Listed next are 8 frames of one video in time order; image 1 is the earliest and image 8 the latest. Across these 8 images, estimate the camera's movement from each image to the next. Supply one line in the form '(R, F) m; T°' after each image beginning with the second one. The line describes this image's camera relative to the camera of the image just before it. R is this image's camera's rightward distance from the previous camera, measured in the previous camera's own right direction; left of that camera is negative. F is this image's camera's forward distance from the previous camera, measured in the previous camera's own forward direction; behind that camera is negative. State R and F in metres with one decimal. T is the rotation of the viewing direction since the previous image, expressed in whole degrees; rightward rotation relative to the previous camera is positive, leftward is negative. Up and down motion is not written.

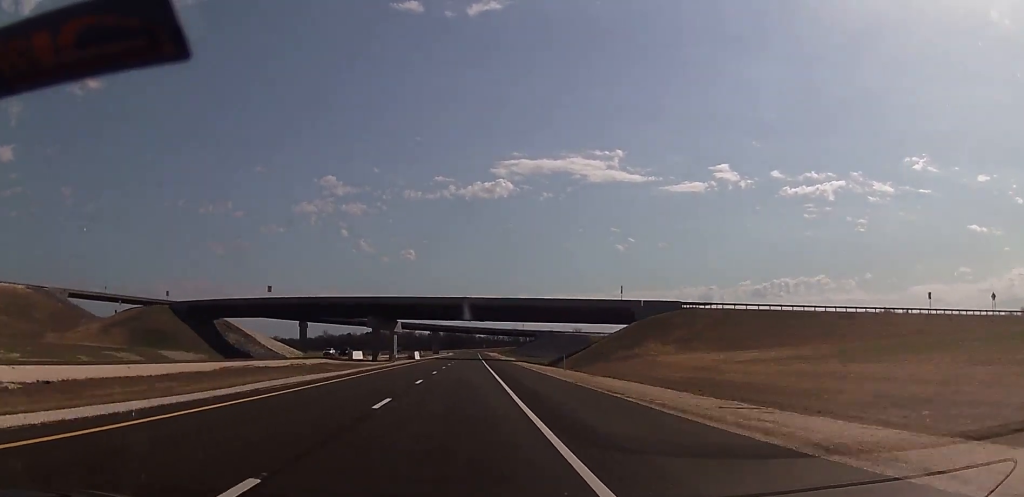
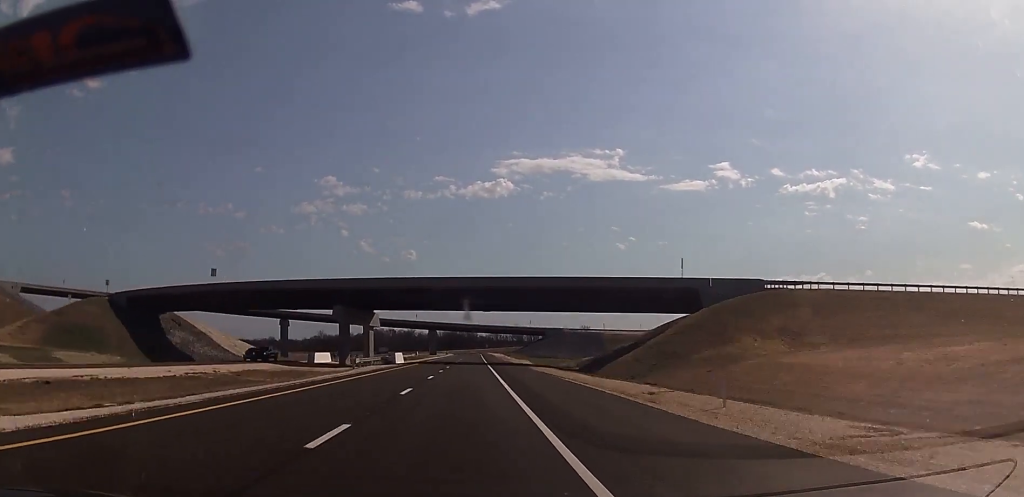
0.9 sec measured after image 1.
(-0.2, +30.6) m; 0°
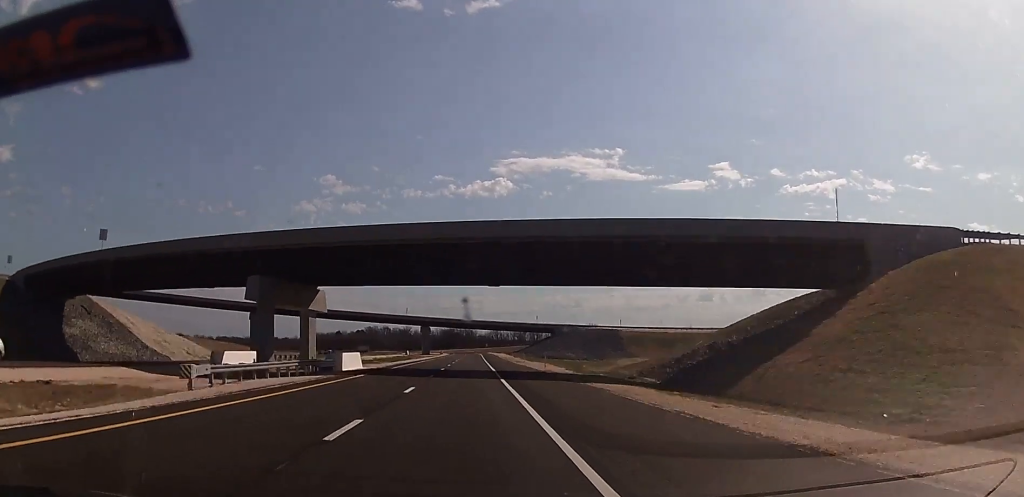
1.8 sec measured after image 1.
(+0.2, +34.3) m; 0°
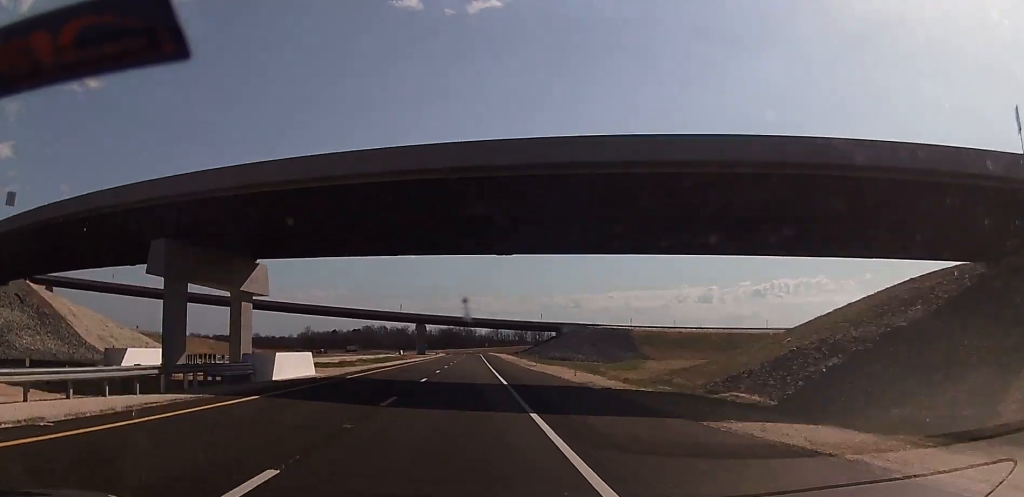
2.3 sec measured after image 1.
(+0.2, +17.8) m; 0°
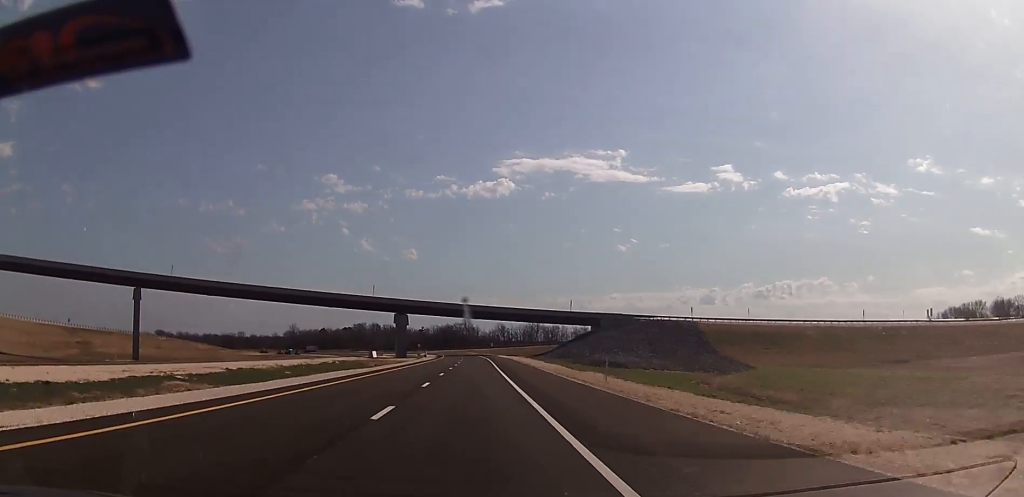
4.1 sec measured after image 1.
(-0.8, +63.8) m; 0°
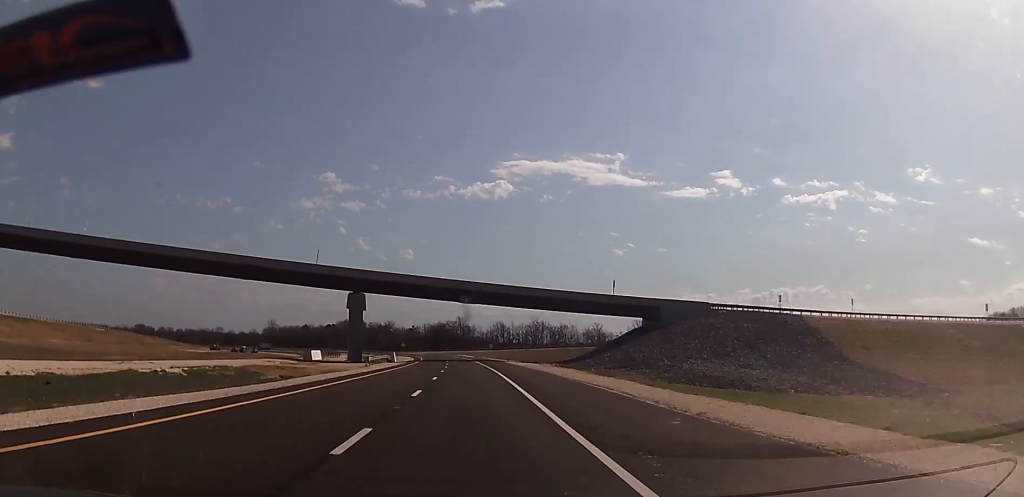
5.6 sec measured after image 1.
(+0.4, +52.9) m; 0°
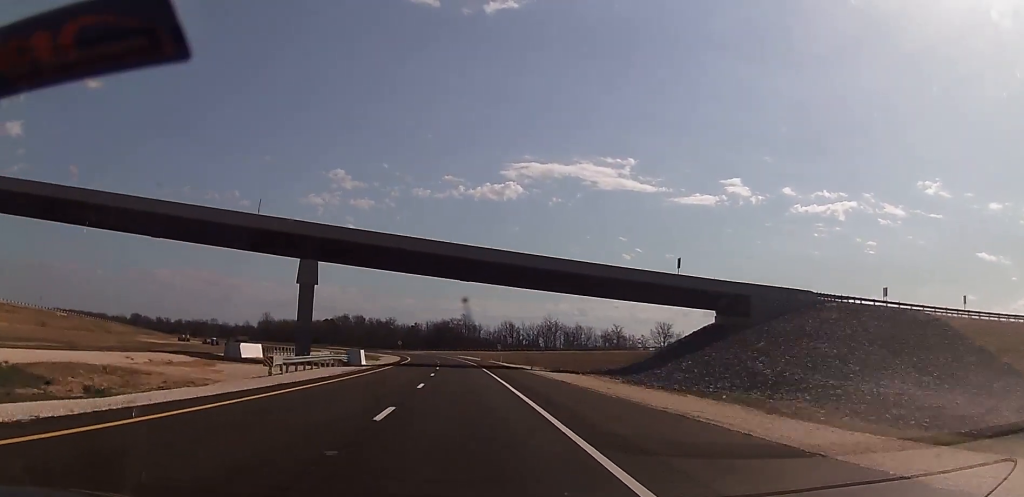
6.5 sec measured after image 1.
(-0.3, +31.8) m; 0°
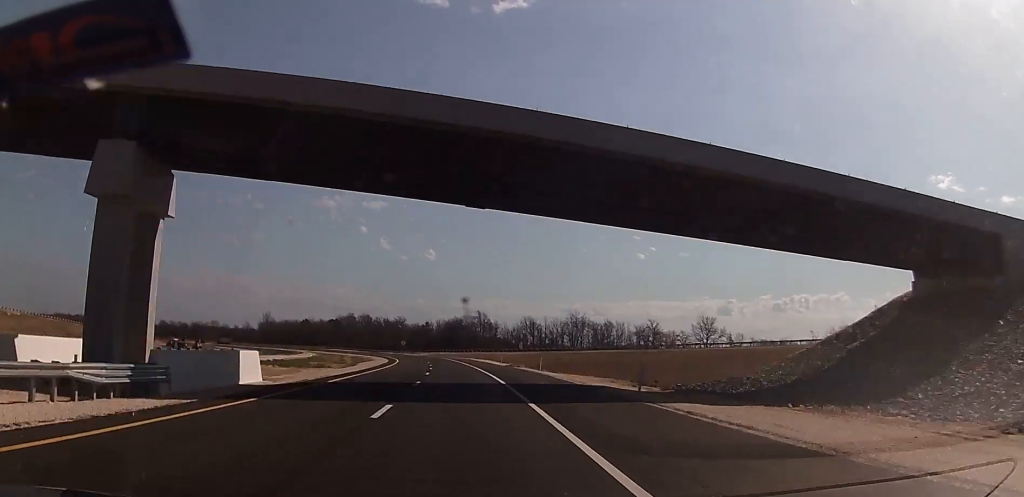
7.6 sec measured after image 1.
(+0.3, +36.5) m; 0°
